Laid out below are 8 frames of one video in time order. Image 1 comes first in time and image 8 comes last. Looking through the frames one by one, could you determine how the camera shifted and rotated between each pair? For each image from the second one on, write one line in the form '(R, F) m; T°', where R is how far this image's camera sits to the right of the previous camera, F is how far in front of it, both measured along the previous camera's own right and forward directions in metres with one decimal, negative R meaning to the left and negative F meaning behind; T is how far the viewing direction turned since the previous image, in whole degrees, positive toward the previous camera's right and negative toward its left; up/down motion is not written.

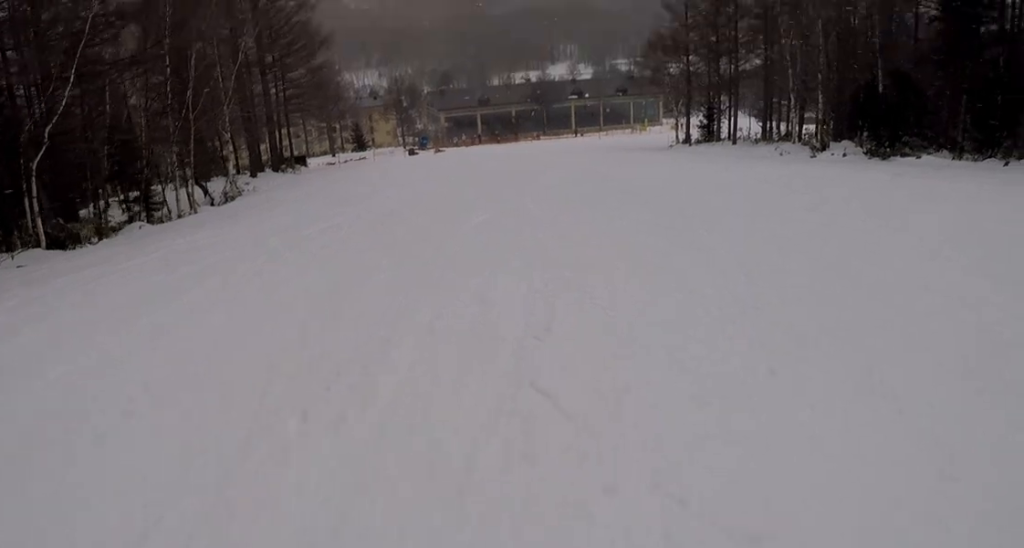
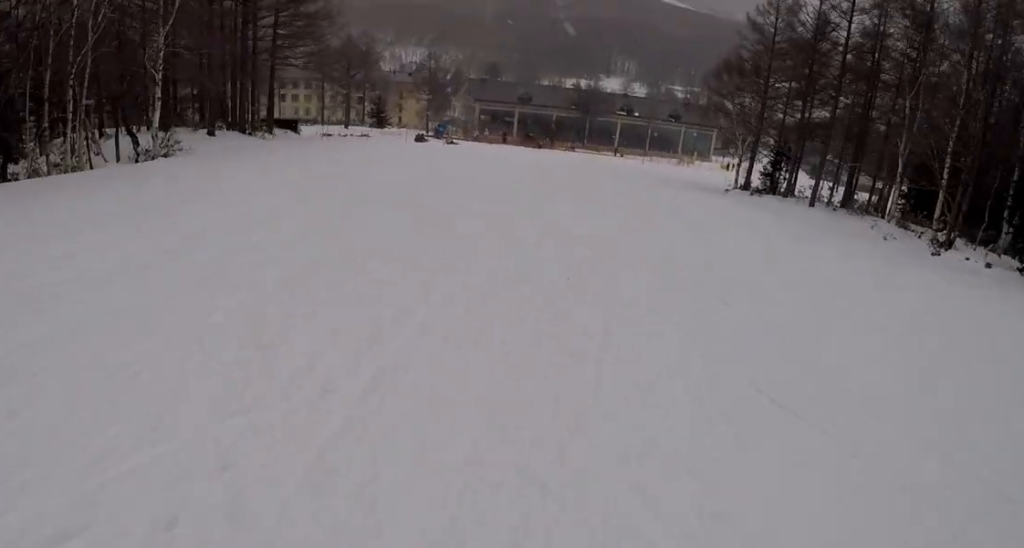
(+0.2, +11.9) m; -4°
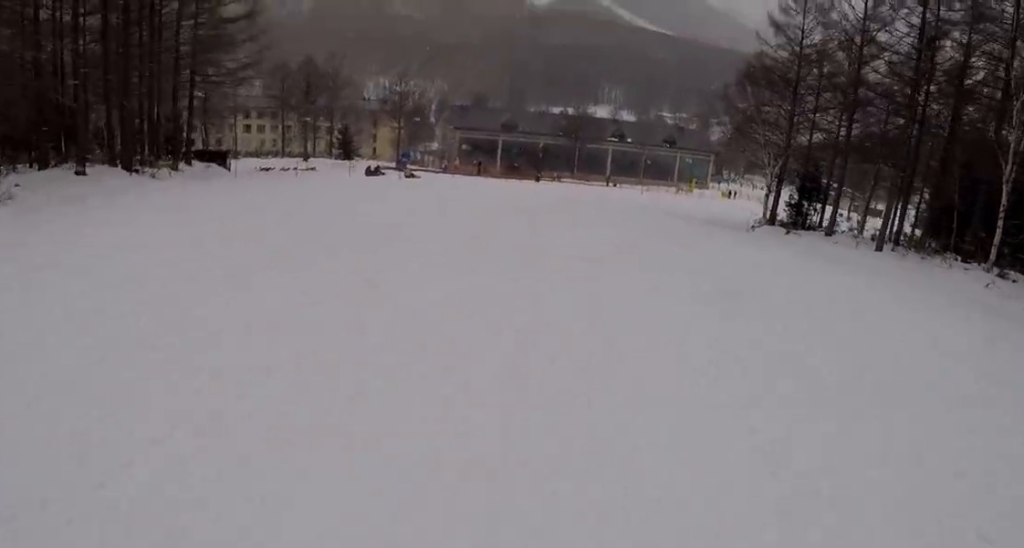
(-1.0, +12.6) m; -1°
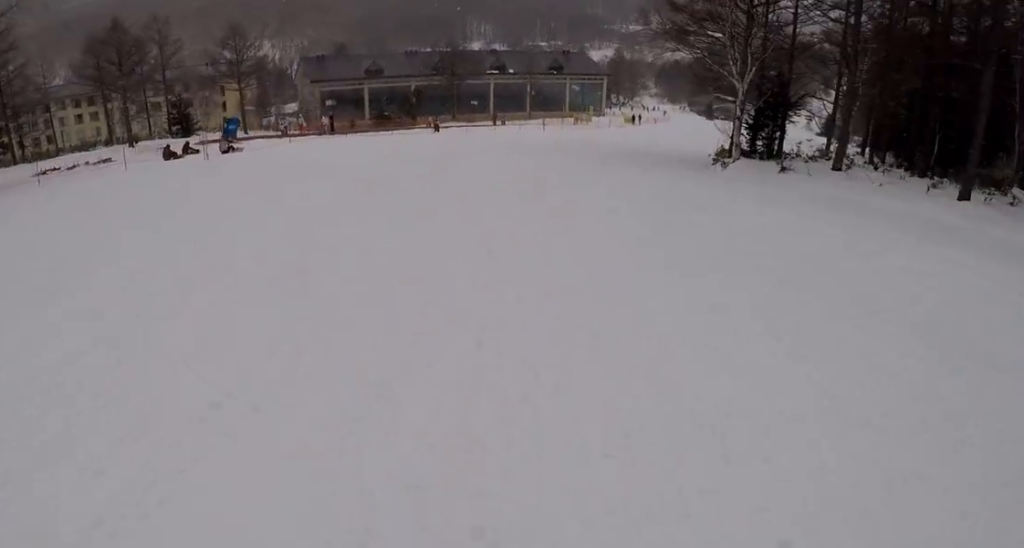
(+1.0, +14.6) m; +5°
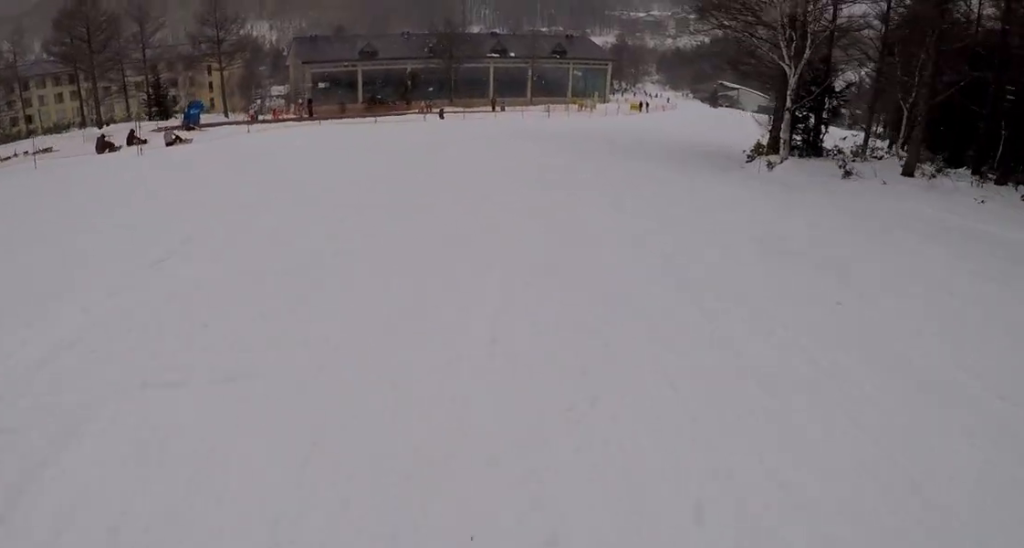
(0.0, +6.1) m; +3°
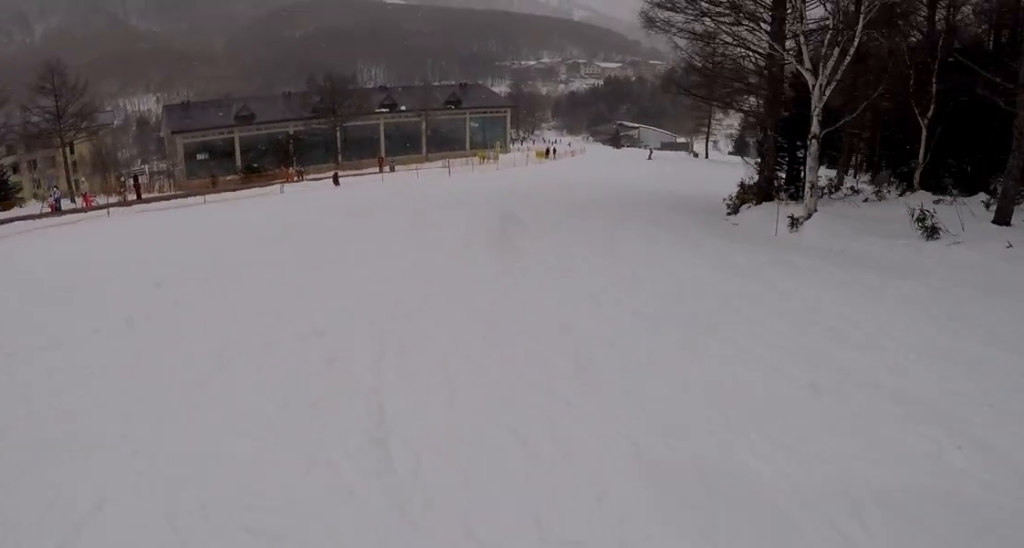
(+0.4, +10.8) m; +5°
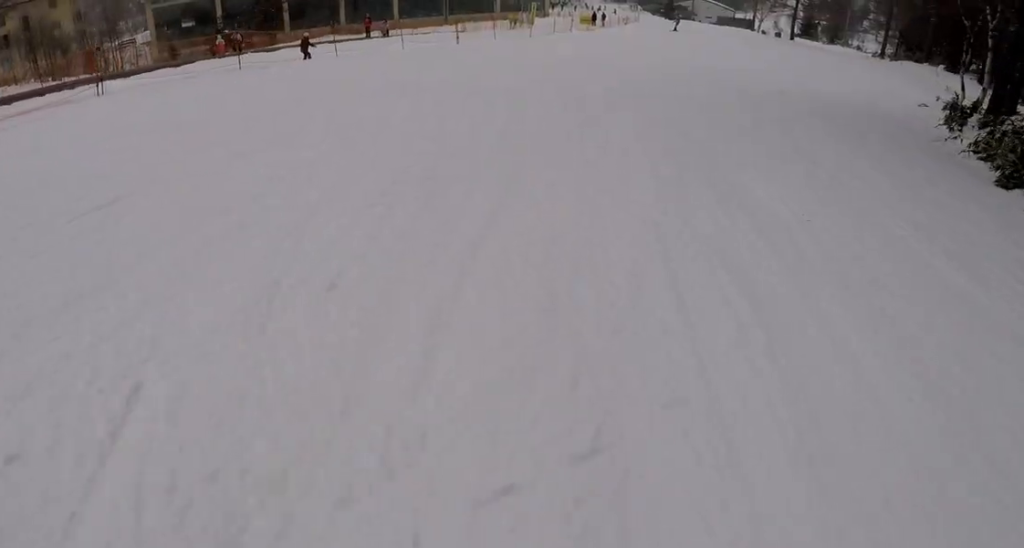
(+0.9, +13.9) m; +7°
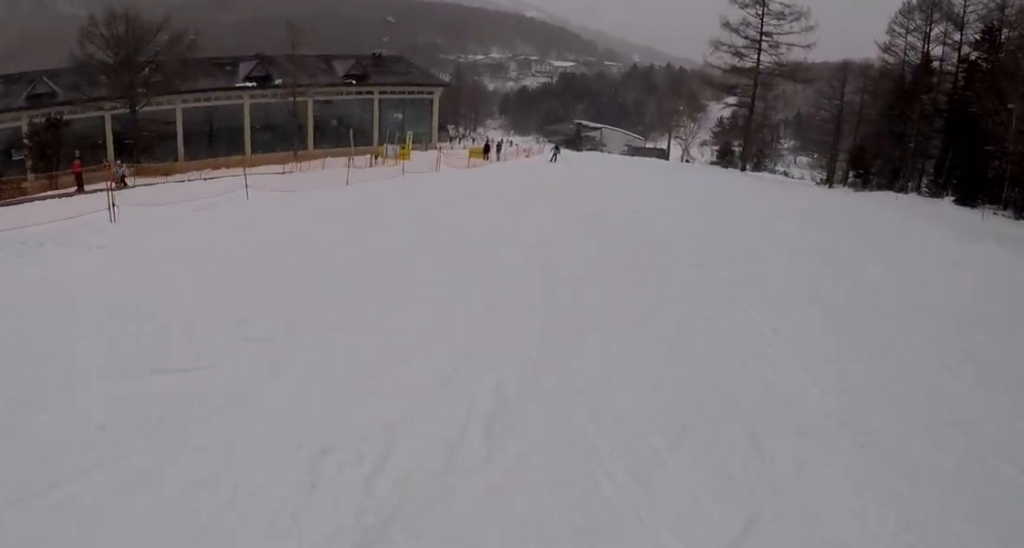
(+1.8, +19.8) m; +9°
